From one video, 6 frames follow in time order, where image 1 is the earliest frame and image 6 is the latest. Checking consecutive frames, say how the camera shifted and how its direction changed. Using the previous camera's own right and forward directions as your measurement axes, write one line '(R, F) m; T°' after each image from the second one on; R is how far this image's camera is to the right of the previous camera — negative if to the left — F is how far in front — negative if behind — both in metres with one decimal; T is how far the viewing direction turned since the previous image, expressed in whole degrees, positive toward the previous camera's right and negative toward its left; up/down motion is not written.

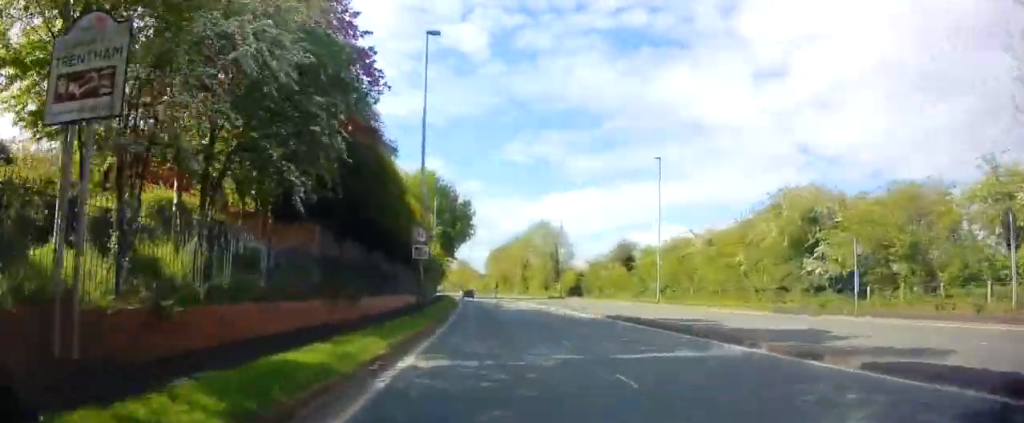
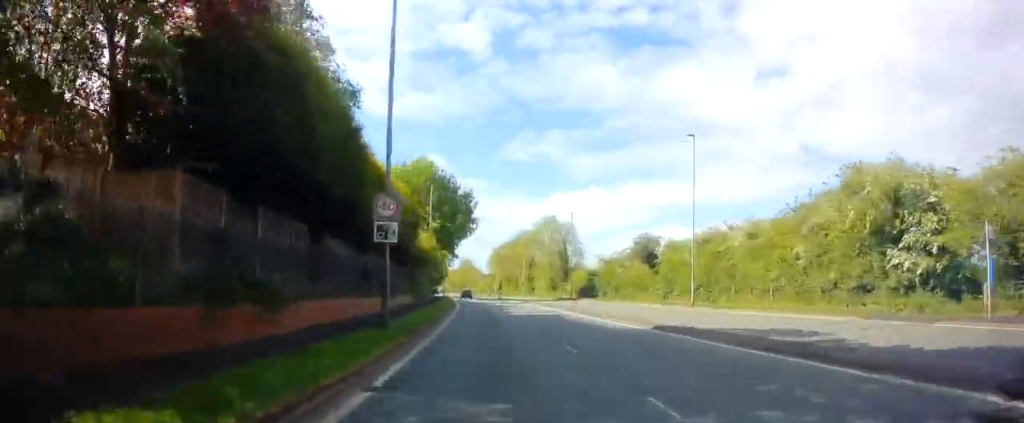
(0.0, +7.8) m; -1°
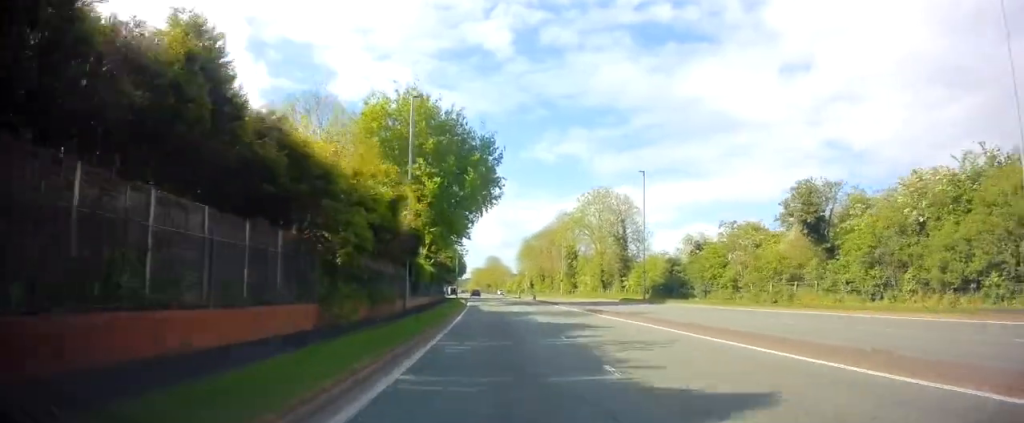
(-0.7, +28.3) m; -1°
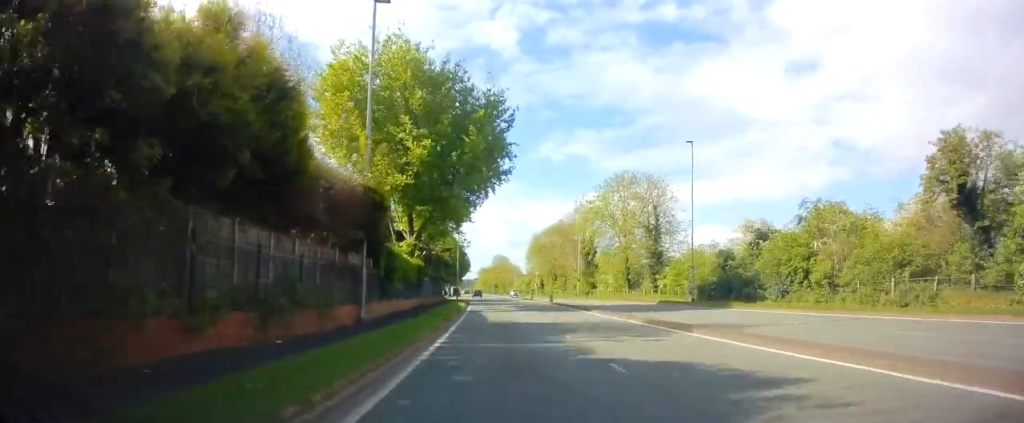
(0.0, +12.0) m; 0°
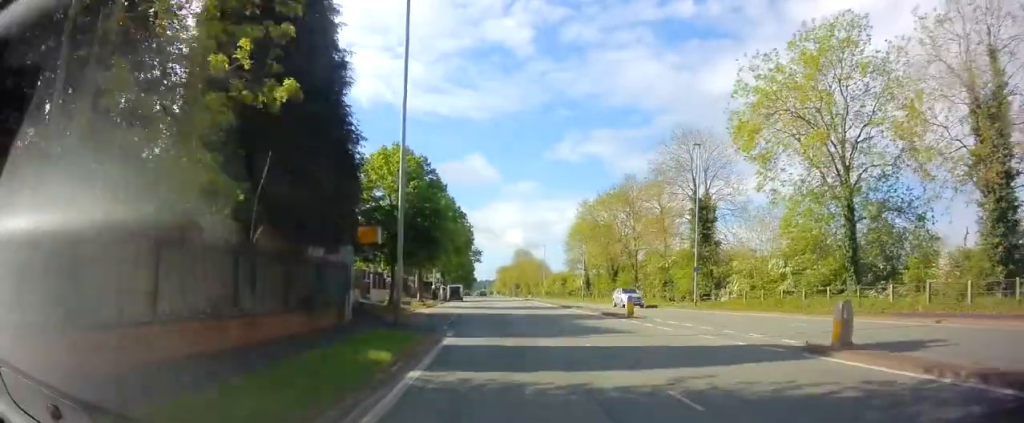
(-1.5, +45.7) m; -3°
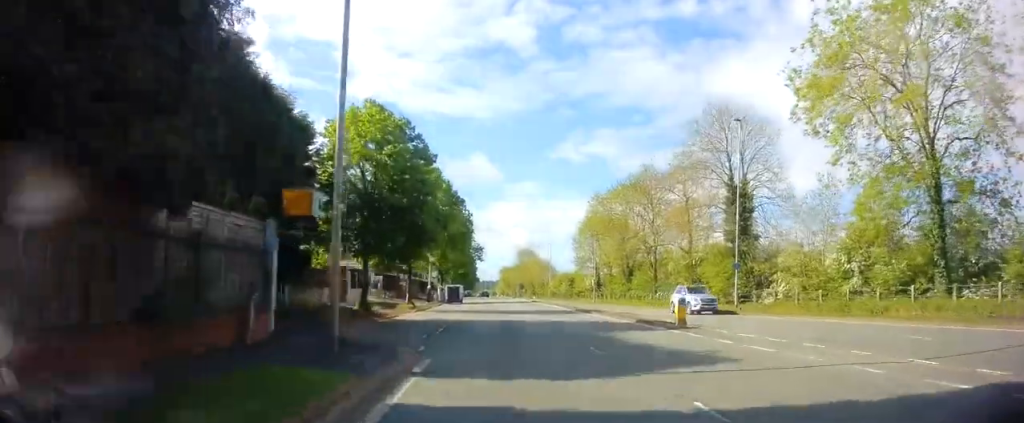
(0.0, +7.1) m; -1°
